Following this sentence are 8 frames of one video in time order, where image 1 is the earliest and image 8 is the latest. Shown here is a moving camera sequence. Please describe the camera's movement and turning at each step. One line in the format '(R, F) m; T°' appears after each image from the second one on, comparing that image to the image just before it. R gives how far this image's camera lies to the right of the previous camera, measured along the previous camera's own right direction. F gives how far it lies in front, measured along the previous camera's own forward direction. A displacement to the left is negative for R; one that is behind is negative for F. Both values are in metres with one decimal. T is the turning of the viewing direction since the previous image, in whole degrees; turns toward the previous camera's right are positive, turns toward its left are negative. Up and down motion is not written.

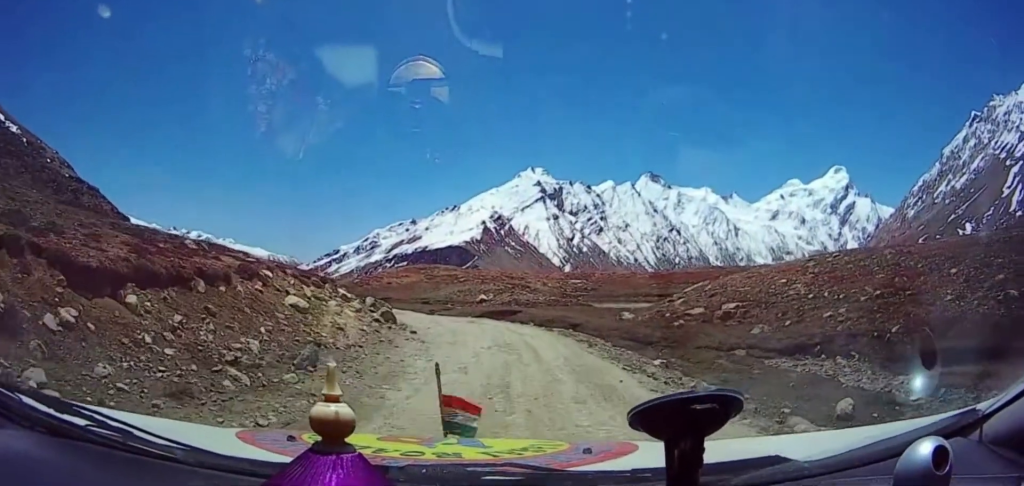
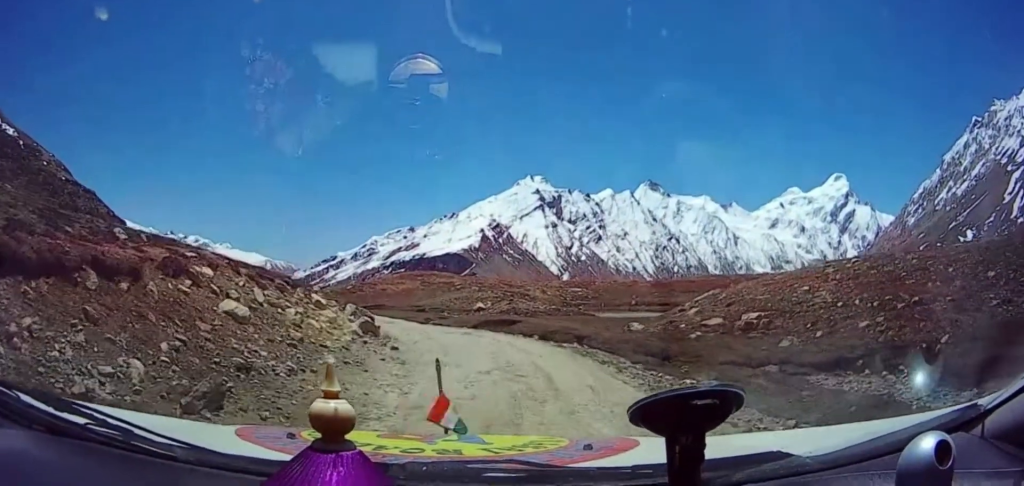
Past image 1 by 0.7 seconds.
(-0.1, +3.0) m; -3°
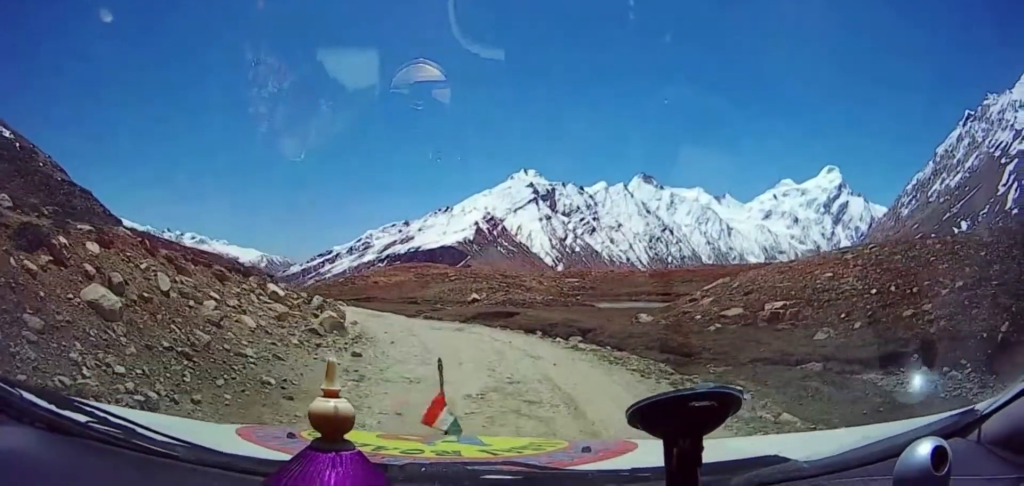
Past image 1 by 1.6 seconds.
(-0.2, +3.5) m; -3°
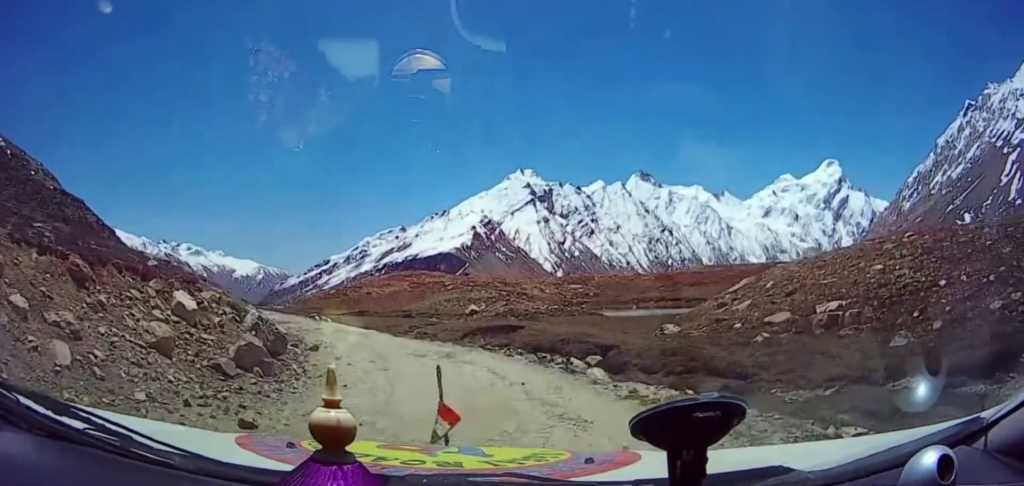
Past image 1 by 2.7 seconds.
(0.0, +4.7) m; 0°
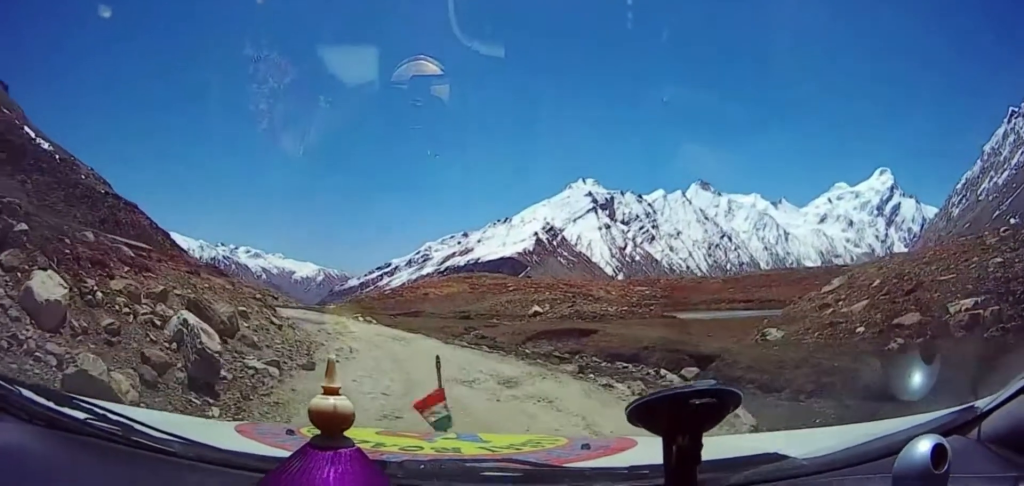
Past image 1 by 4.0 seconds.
(0.0, +5.5) m; -1°
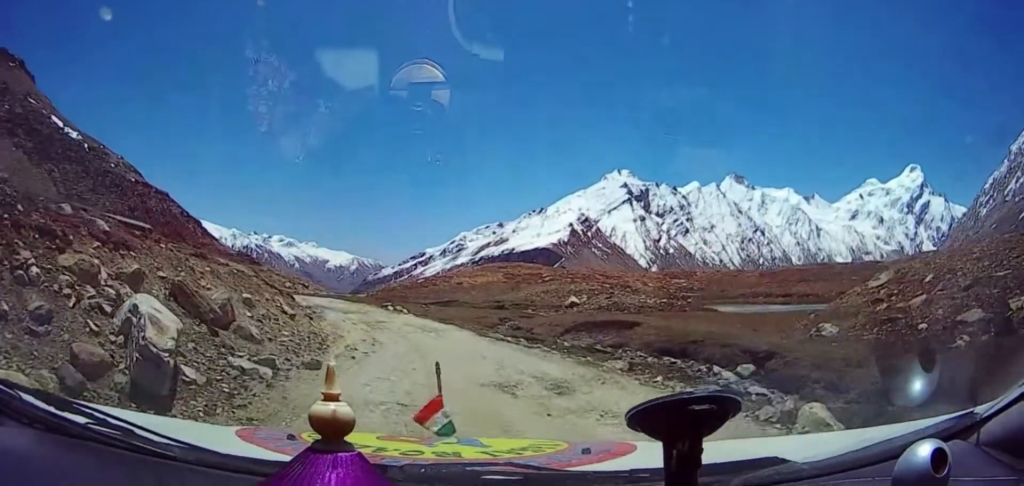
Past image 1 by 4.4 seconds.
(0.0, +2.0) m; -1°
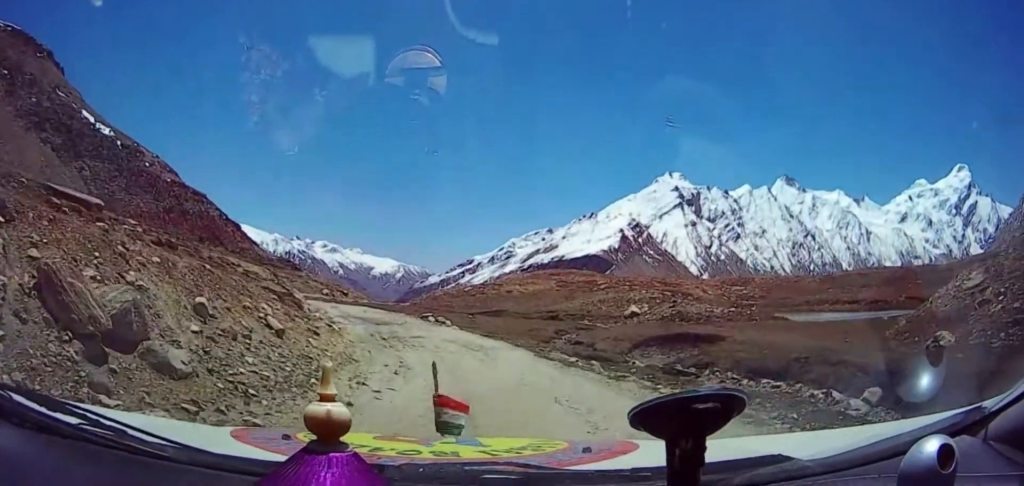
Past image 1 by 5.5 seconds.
(-0.2, +4.2) m; -3°
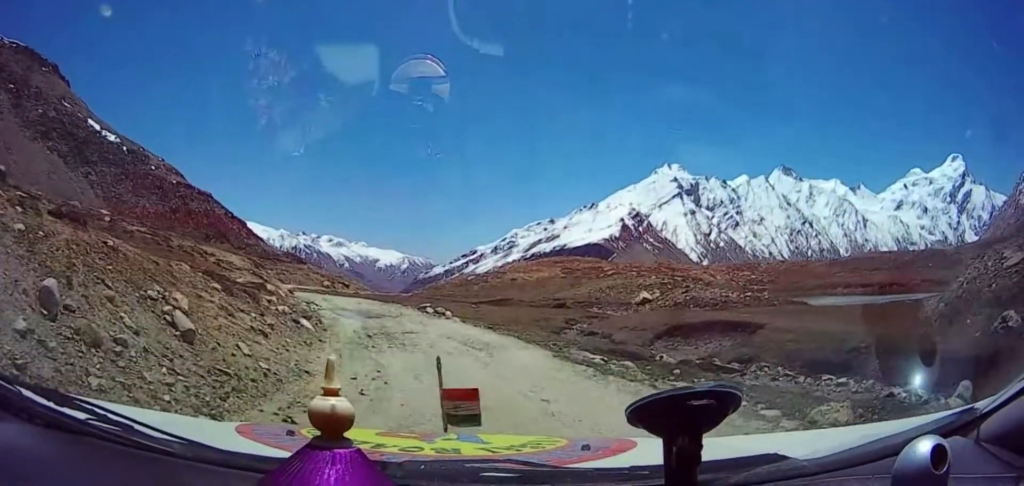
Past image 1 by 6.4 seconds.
(0.0, +3.7) m; 0°
